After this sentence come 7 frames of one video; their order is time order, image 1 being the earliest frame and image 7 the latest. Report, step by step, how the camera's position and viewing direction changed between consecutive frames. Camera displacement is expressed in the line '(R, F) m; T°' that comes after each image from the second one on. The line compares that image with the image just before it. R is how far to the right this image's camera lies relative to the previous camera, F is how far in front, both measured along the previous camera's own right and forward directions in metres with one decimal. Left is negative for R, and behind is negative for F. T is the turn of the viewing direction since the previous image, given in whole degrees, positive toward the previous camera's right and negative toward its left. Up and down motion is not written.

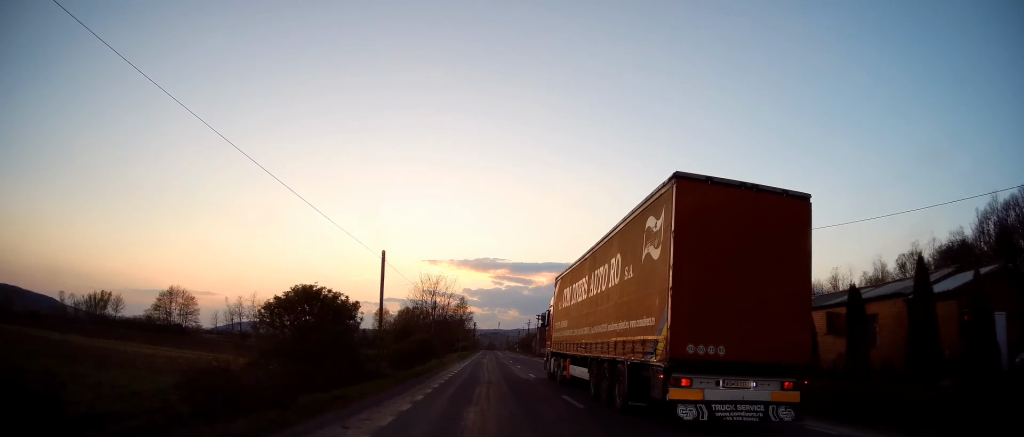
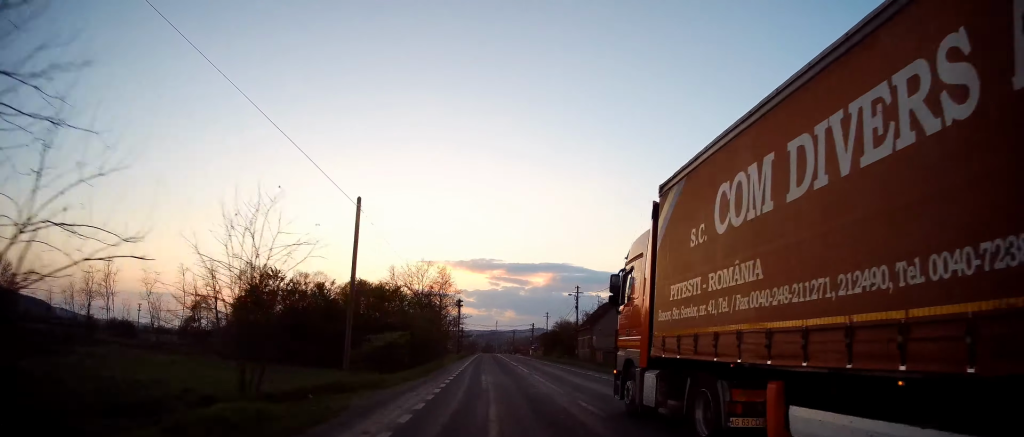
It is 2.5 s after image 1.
(0.0, +70.1) m; +1°
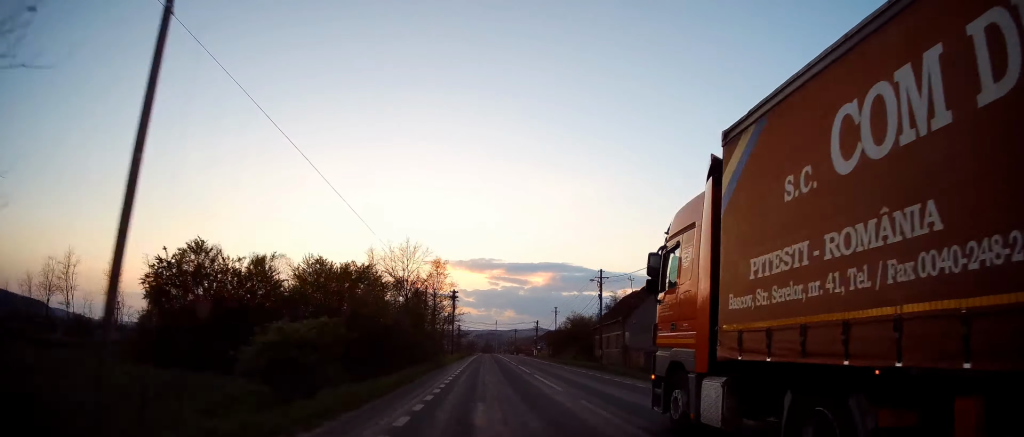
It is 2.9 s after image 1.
(+0.3, +12.8) m; 0°
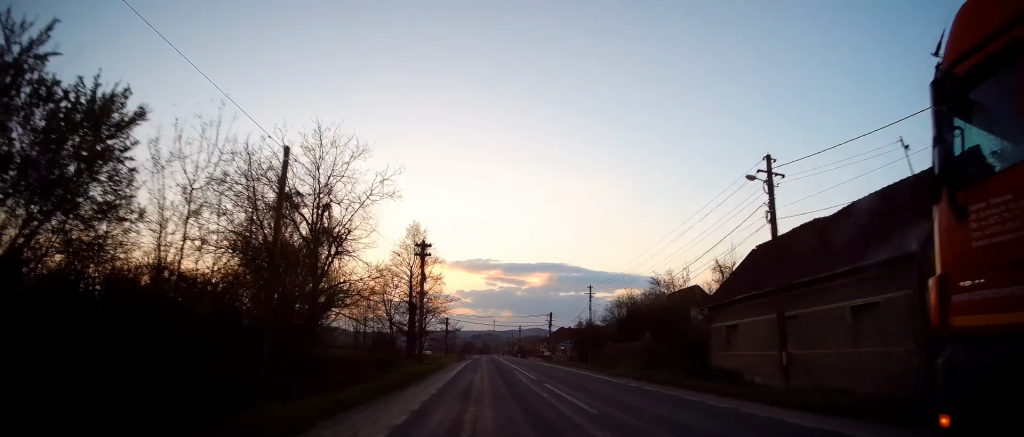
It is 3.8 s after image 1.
(-0.6, +28.4) m; -1°
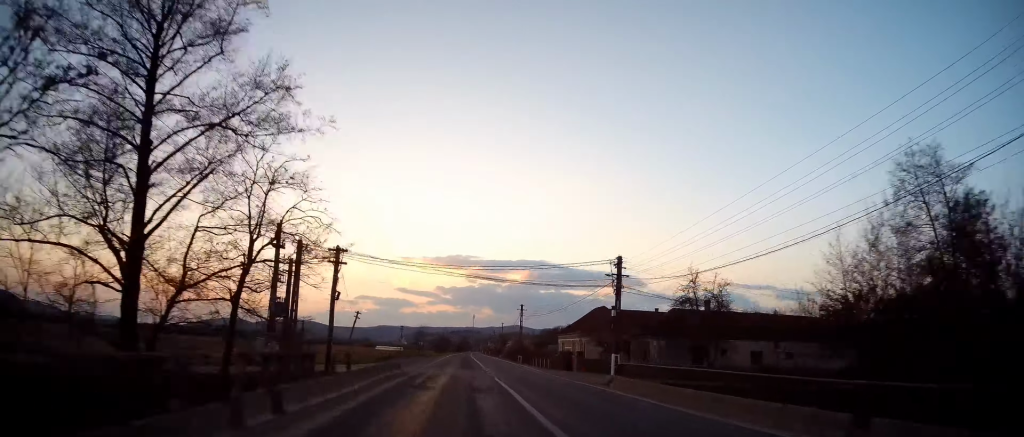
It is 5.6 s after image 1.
(+0.8, +54.6) m; +2°
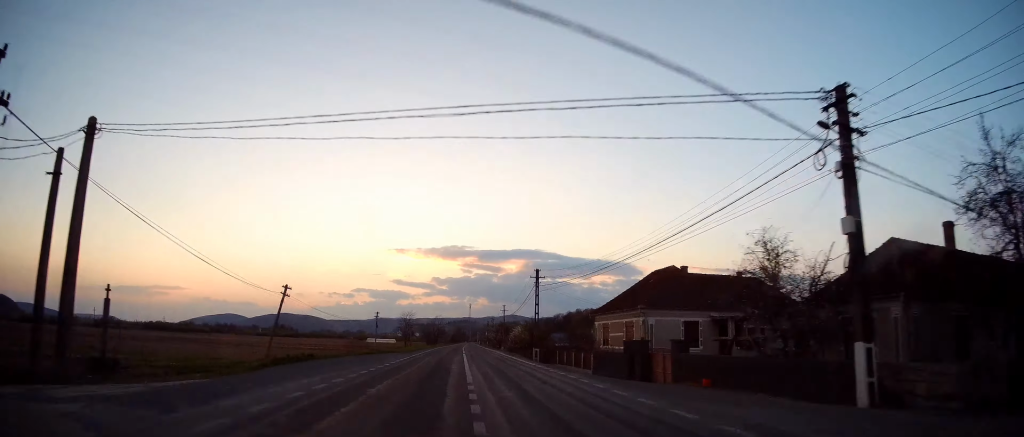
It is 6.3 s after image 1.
(+0.1, +24.7) m; +1°
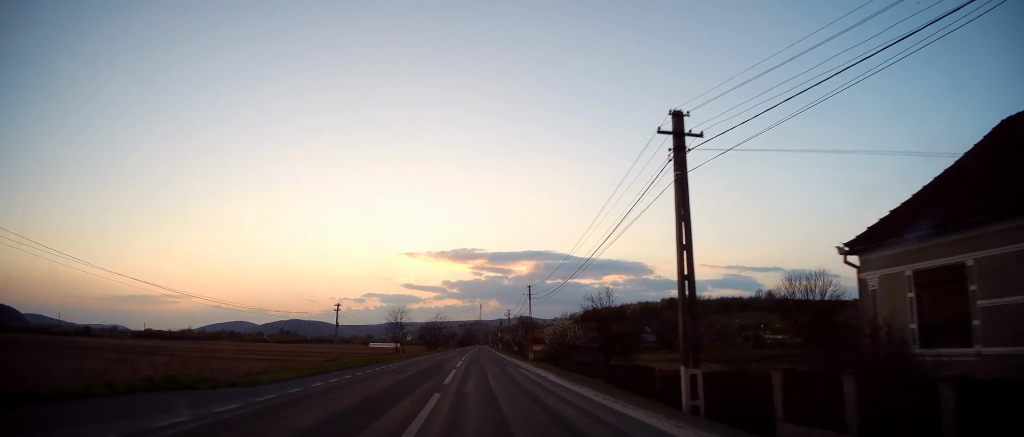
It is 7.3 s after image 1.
(+0.2, +32.5) m; 0°
